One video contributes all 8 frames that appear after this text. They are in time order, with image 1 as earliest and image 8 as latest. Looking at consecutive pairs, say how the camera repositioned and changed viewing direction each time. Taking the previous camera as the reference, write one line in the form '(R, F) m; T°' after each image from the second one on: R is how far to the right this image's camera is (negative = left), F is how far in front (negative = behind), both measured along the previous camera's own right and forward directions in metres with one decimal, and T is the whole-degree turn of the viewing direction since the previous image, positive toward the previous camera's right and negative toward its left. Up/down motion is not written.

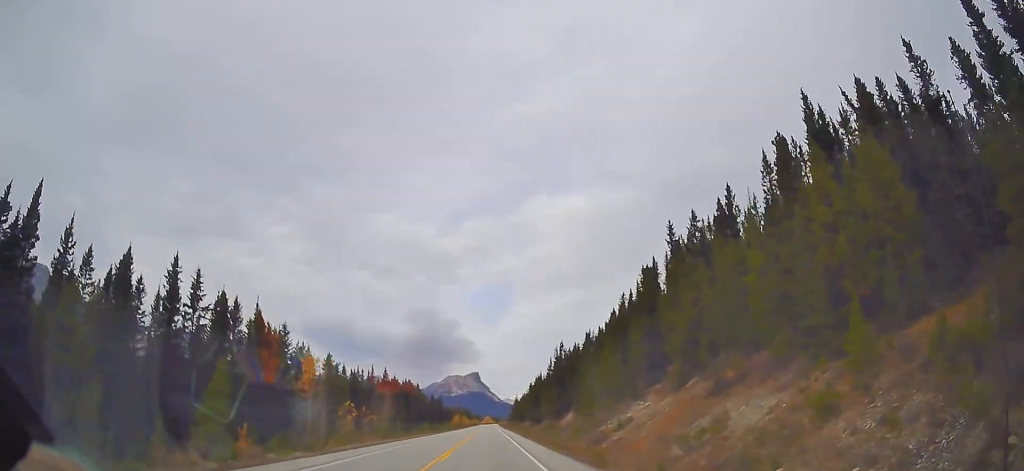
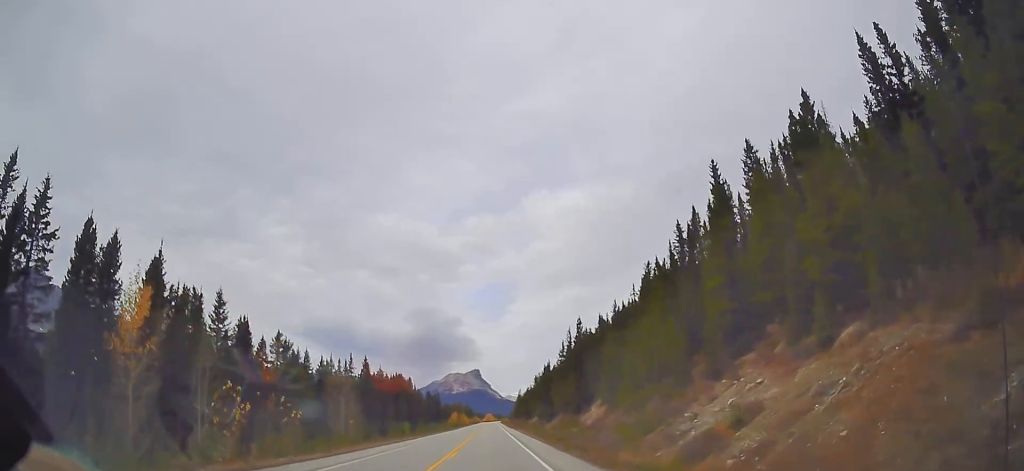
(-0.1, +24.1) m; 0°
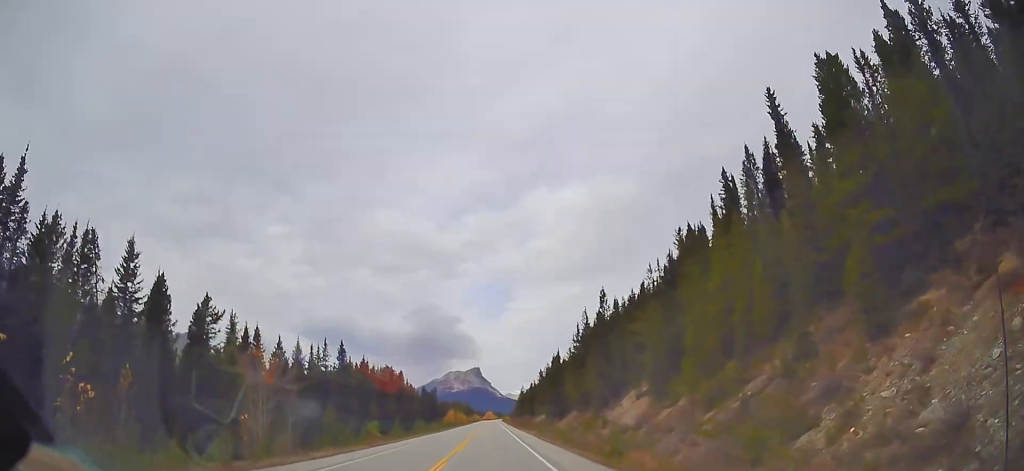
(-0.1, +20.7) m; 0°
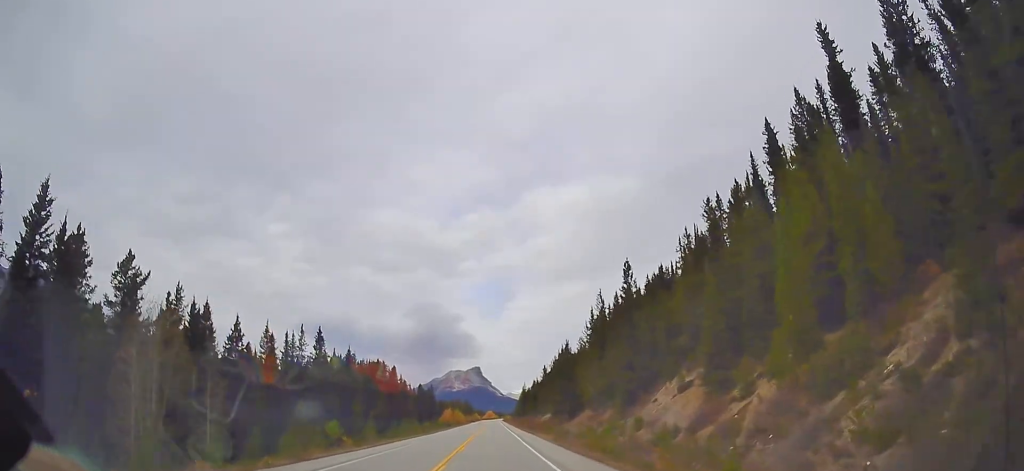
(0.0, +14.7) m; 0°
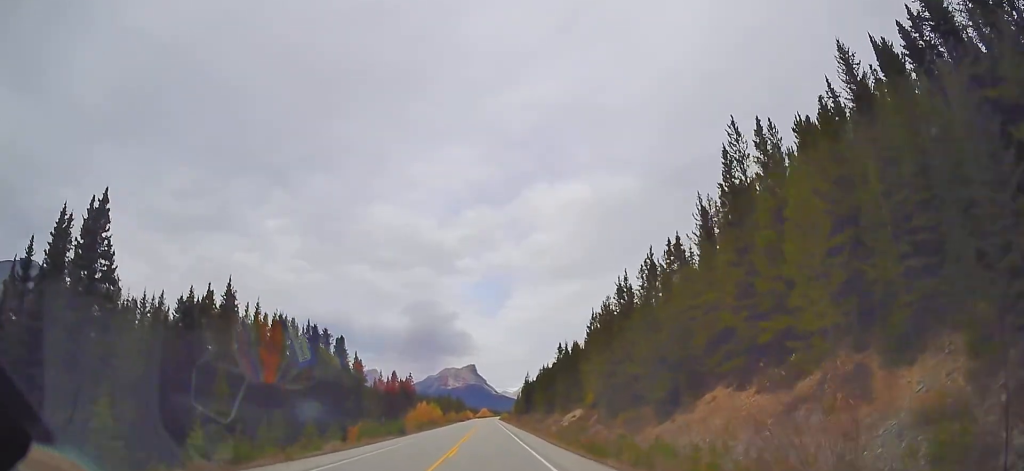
(+0.5, +55.3) m; 0°
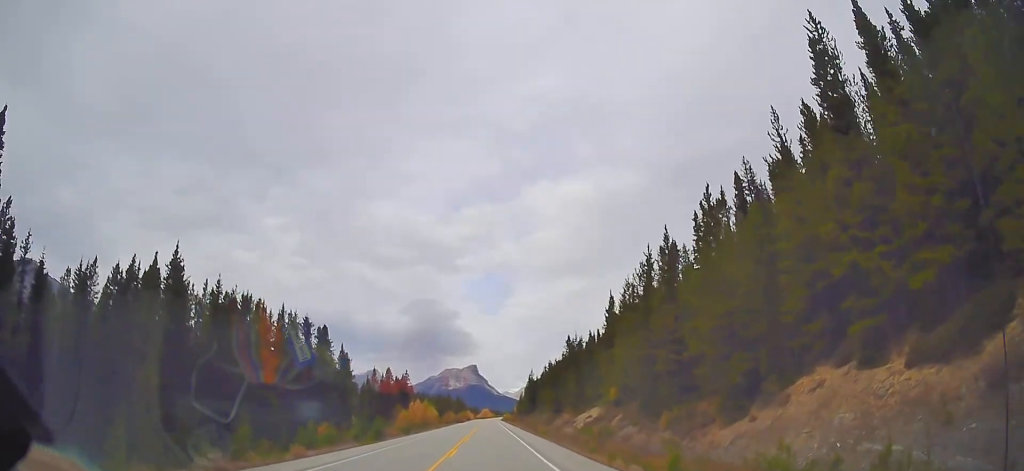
(-0.1, +12.9) m; 0°
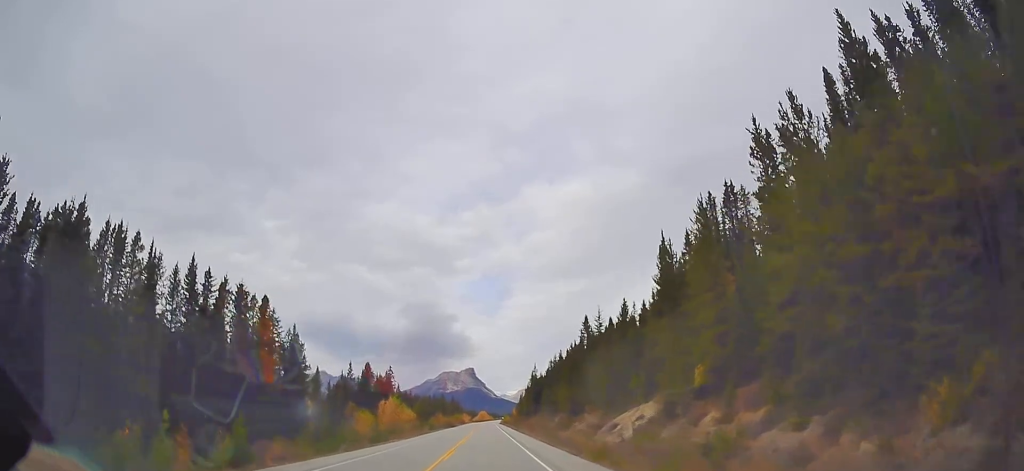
(-0.1, +27.3) m; +1°
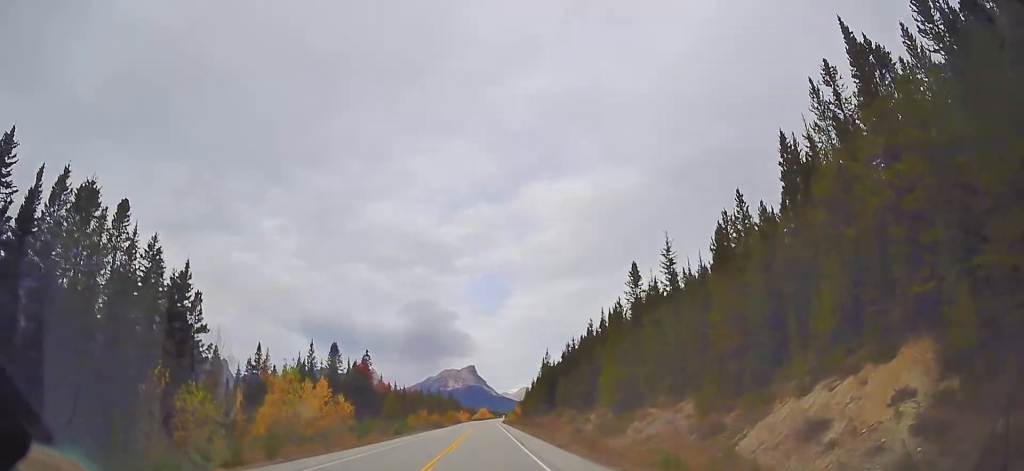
(+0.5, +33.9) m; 0°
